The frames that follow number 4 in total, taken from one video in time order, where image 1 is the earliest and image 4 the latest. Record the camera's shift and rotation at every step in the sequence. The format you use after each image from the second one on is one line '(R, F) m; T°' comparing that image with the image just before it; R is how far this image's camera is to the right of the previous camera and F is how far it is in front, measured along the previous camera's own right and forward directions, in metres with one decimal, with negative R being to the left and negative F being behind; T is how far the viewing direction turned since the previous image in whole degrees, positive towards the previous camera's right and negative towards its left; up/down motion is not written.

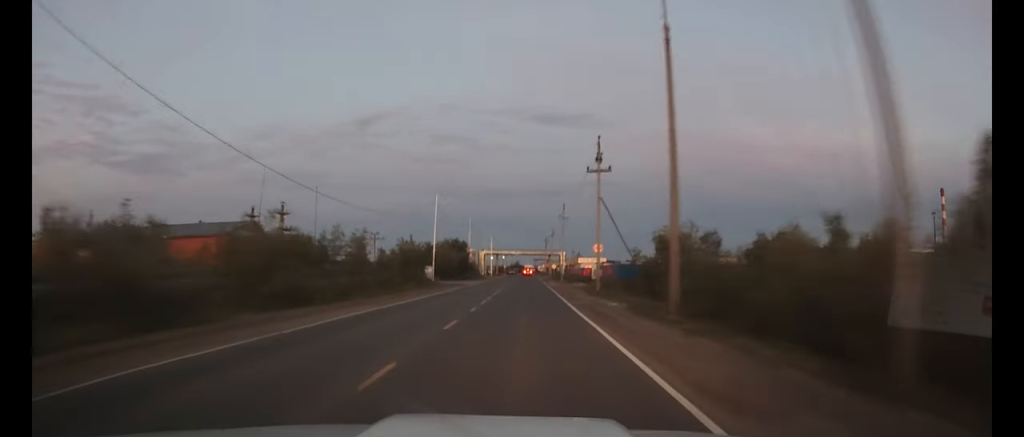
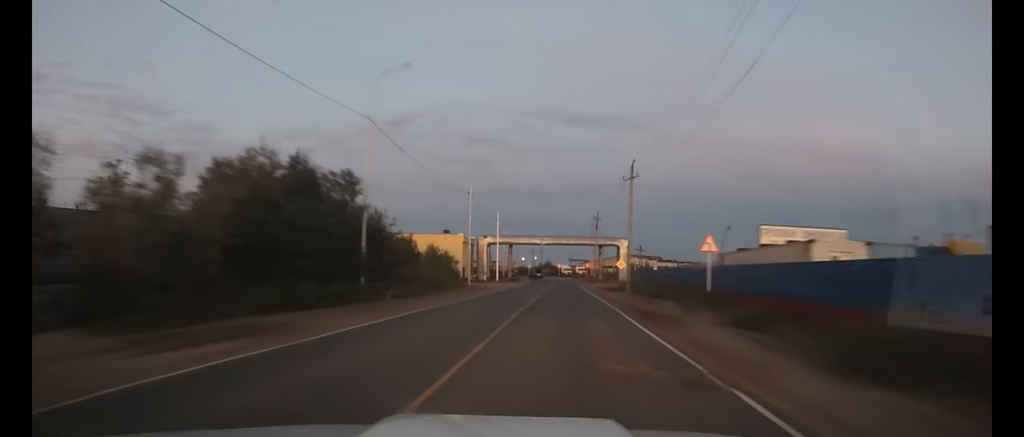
(-0.5, +67.4) m; -1°
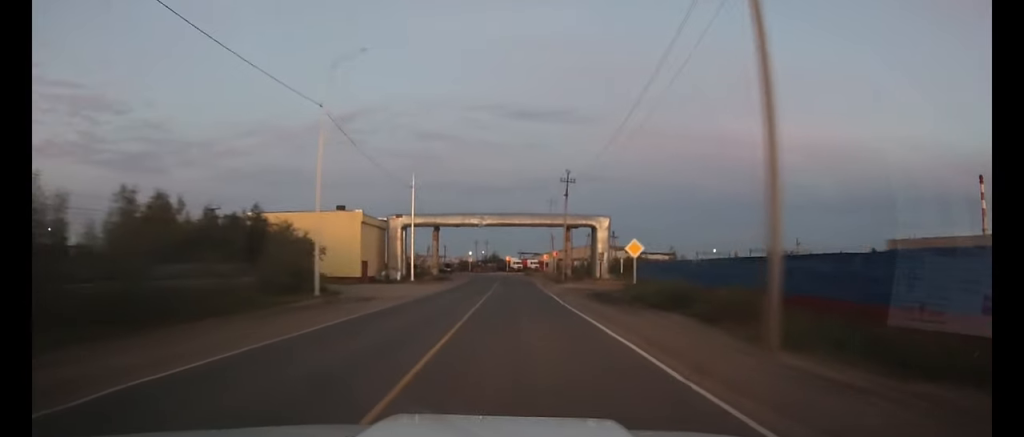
(+0.7, +29.5) m; +2°
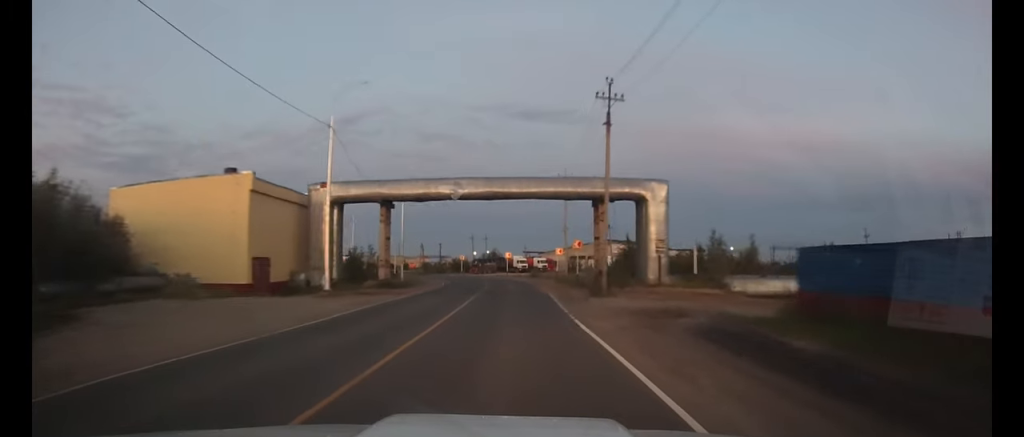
(+0.1, +24.6) m; 0°
